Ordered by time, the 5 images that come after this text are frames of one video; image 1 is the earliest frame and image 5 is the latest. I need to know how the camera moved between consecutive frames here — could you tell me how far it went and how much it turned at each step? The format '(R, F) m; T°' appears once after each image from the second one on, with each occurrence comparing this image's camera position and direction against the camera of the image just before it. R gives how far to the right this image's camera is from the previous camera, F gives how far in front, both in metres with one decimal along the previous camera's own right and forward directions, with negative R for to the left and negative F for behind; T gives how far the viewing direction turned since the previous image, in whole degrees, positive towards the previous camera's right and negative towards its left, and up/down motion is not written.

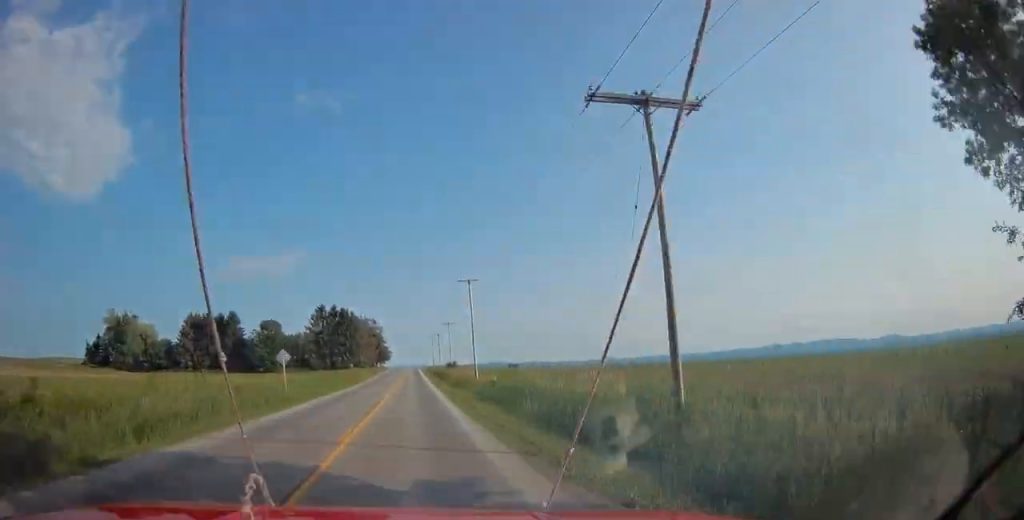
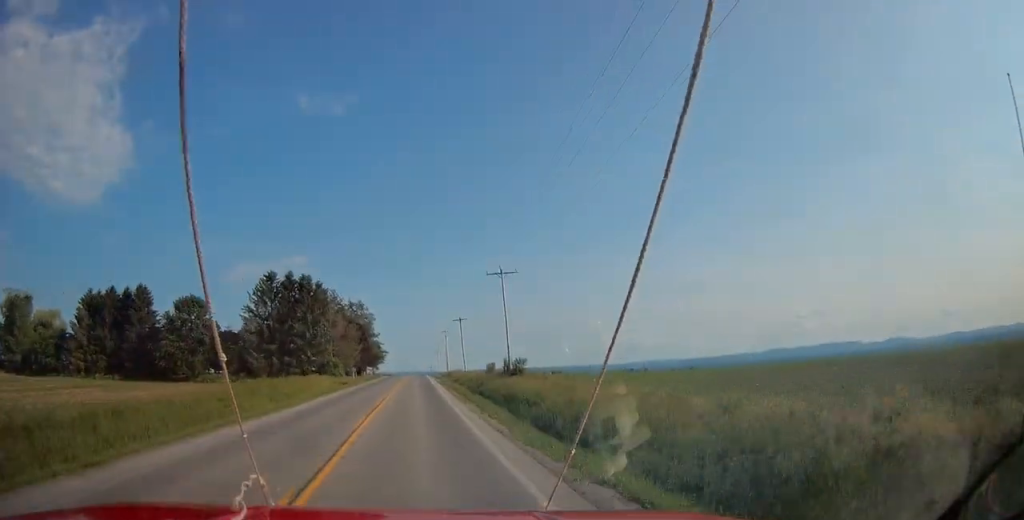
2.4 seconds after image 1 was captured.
(-0.2, +59.1) m; -1°
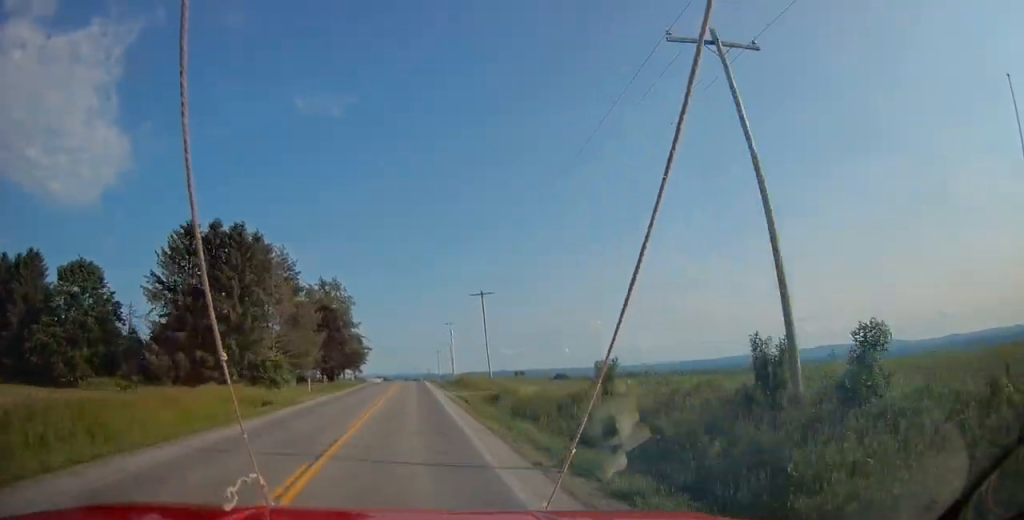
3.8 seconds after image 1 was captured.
(-0.3, +34.2) m; 0°
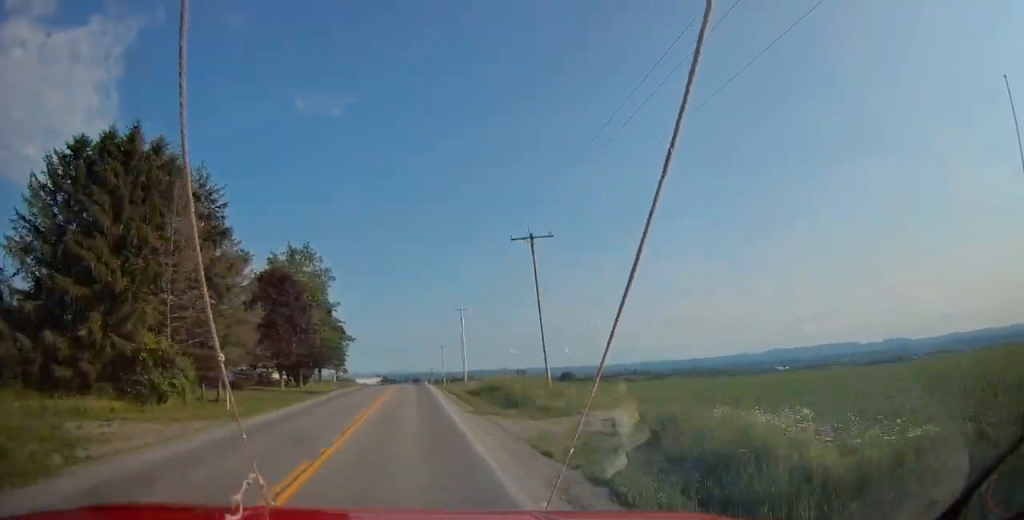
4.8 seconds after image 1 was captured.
(0.0, +24.3) m; 0°
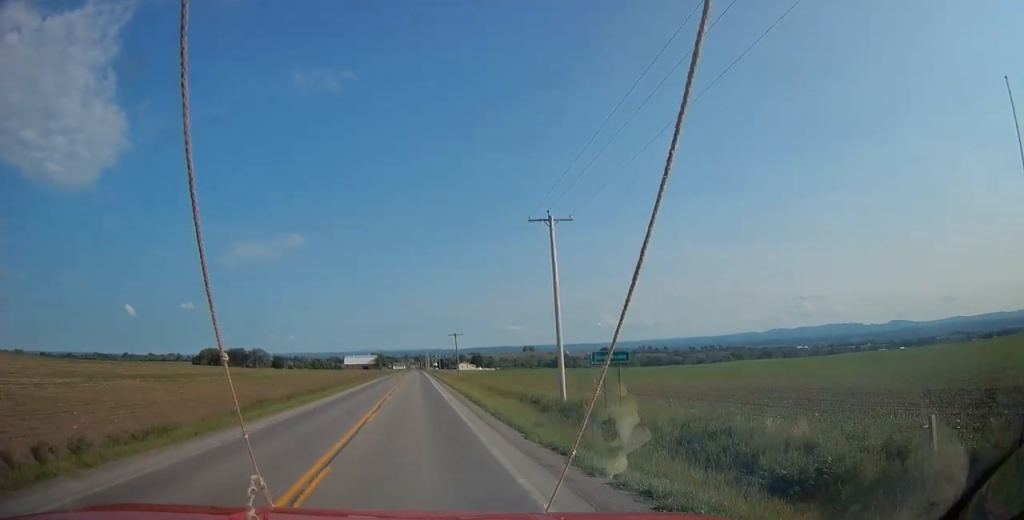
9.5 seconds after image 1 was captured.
(+0.4, +112.5) m; 0°
